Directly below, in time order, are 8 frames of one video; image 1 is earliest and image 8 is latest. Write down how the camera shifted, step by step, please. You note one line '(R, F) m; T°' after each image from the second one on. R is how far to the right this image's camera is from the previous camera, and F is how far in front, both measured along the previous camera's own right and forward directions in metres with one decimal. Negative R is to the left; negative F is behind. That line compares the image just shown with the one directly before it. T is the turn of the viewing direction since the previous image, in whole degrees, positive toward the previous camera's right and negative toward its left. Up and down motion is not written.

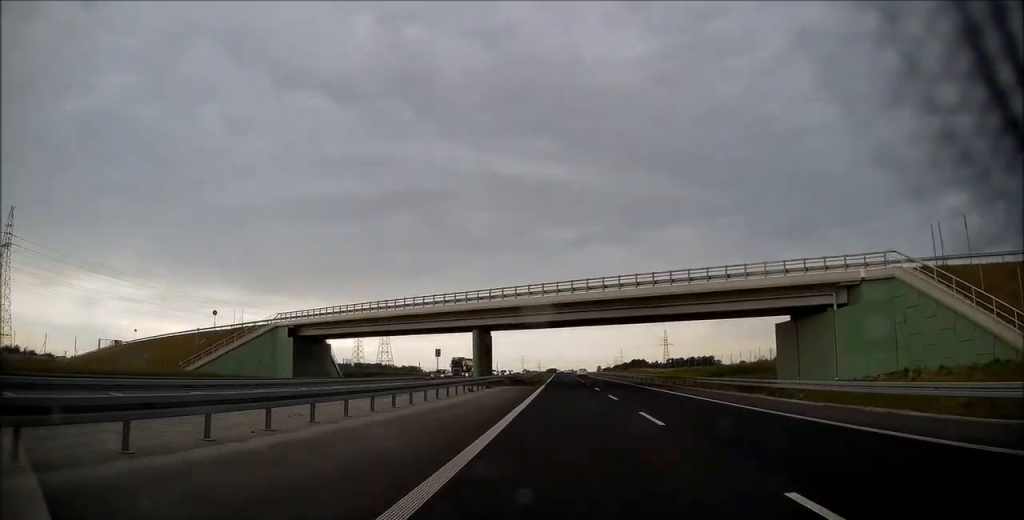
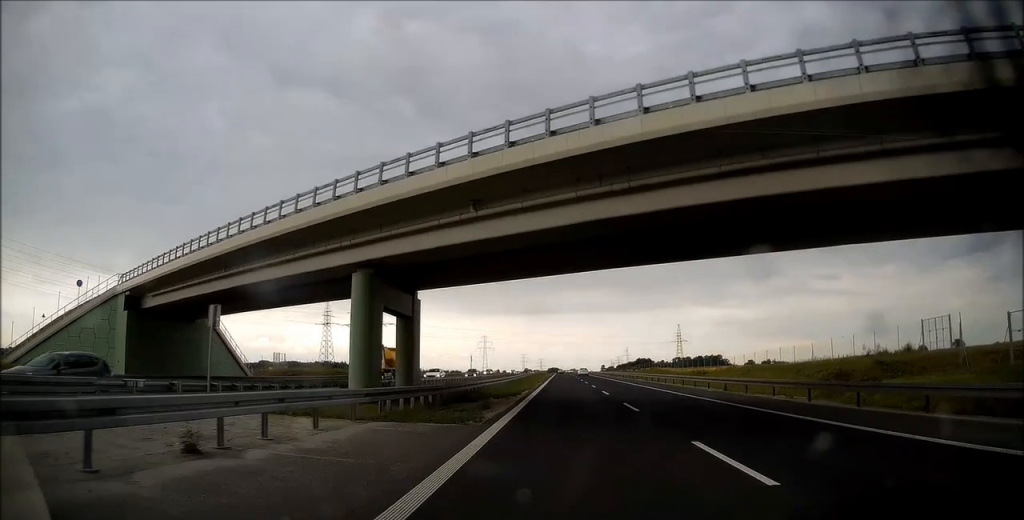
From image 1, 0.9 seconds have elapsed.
(-0.1, +31.5) m; 0°
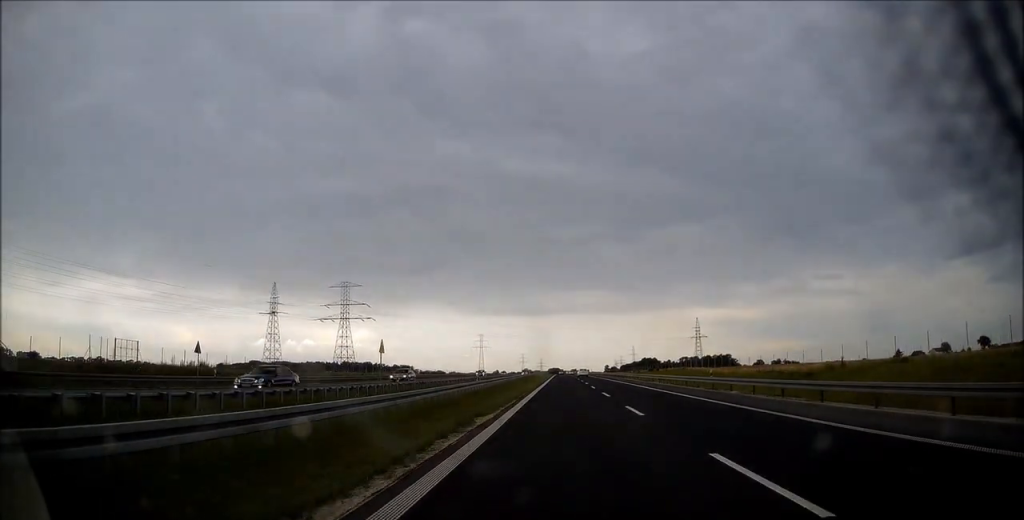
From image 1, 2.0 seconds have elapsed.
(0.0, +37.3) m; 0°
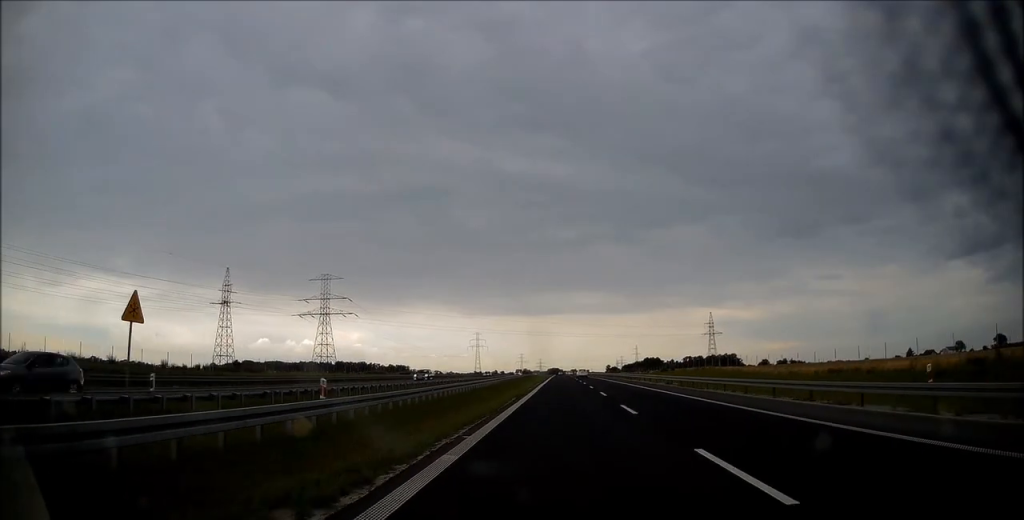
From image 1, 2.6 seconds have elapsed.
(0.0, +23.3) m; 0°
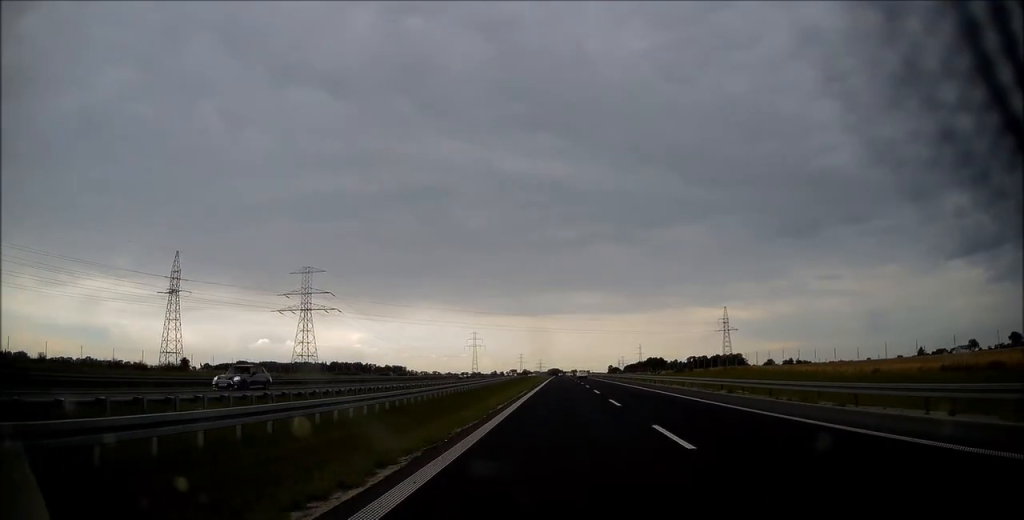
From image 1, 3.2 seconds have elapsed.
(0.0, +18.6) m; 0°
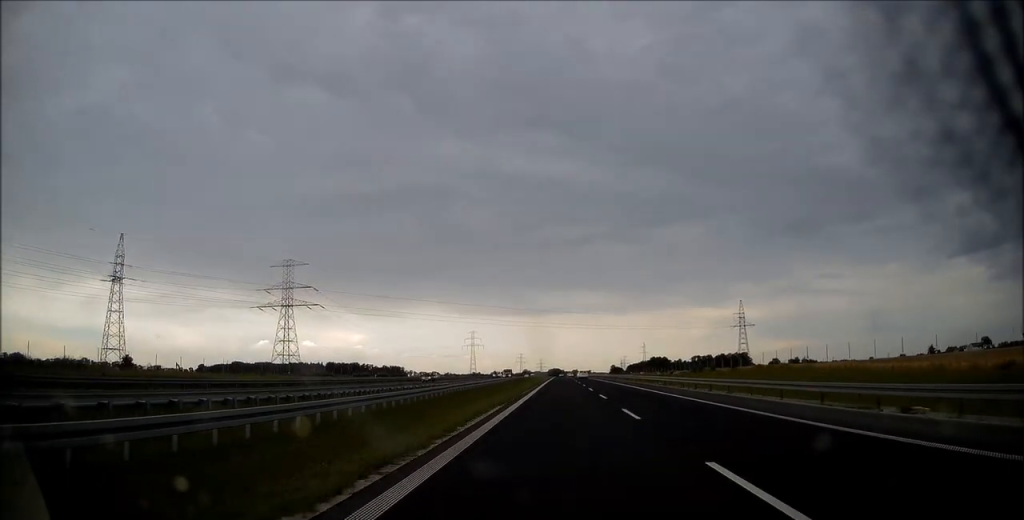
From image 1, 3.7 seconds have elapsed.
(-0.1, +17.5) m; 0°
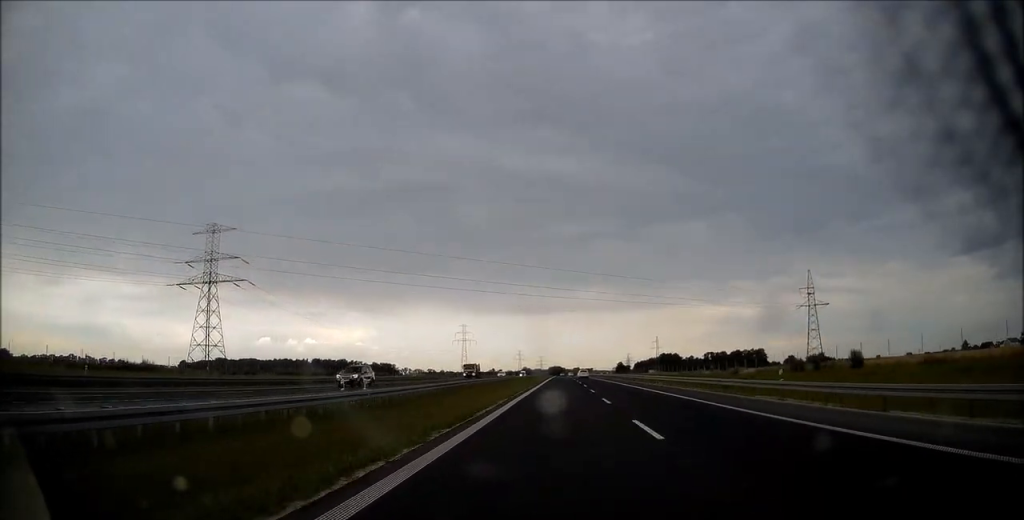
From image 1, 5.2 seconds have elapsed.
(-0.1, +53.8) m; 0°
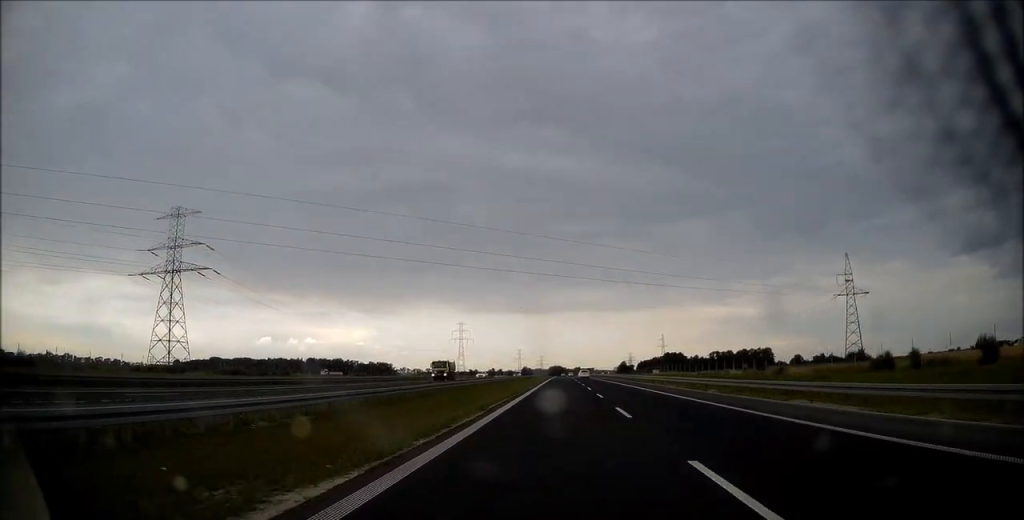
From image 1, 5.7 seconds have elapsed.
(-0.1, +18.8) m; 0°
